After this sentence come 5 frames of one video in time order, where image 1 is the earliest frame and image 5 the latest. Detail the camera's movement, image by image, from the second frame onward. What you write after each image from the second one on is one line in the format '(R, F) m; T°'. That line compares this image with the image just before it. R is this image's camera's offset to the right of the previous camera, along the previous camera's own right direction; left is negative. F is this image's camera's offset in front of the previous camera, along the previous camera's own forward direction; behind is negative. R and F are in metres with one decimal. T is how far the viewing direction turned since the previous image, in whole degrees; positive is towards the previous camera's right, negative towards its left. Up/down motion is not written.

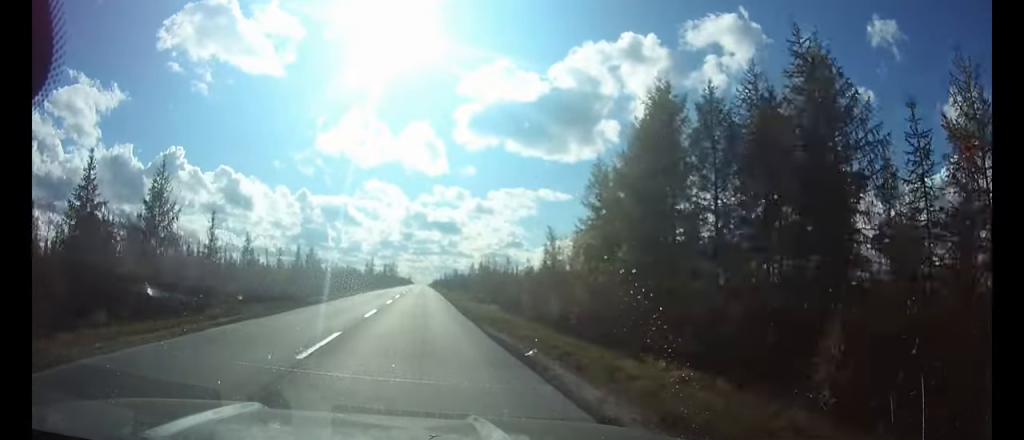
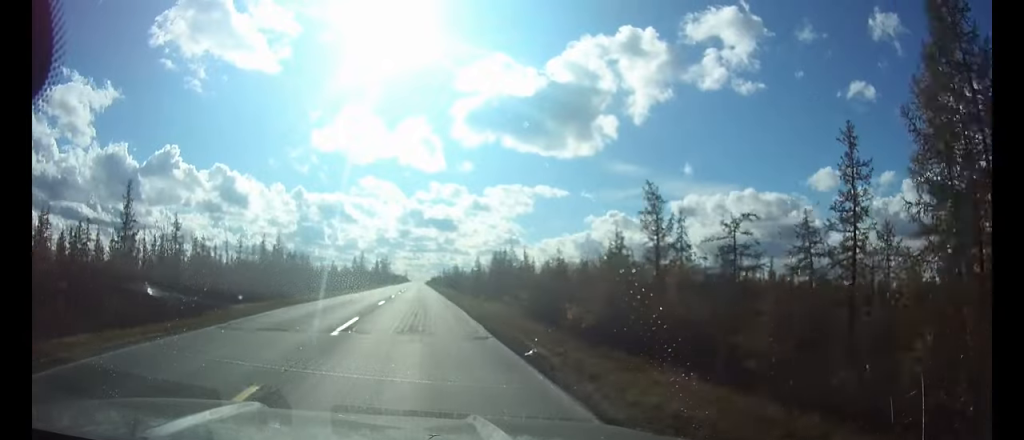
(0.0, +34.7) m; 0°
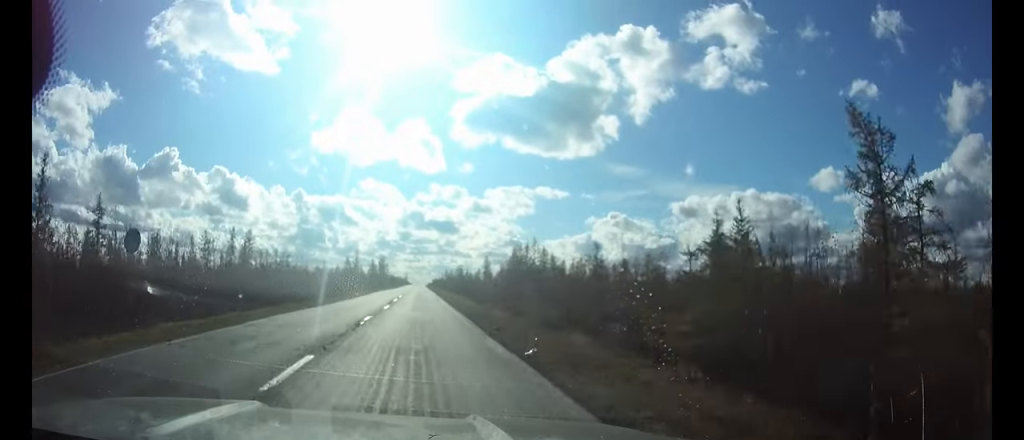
(0.0, +23.3) m; 0°
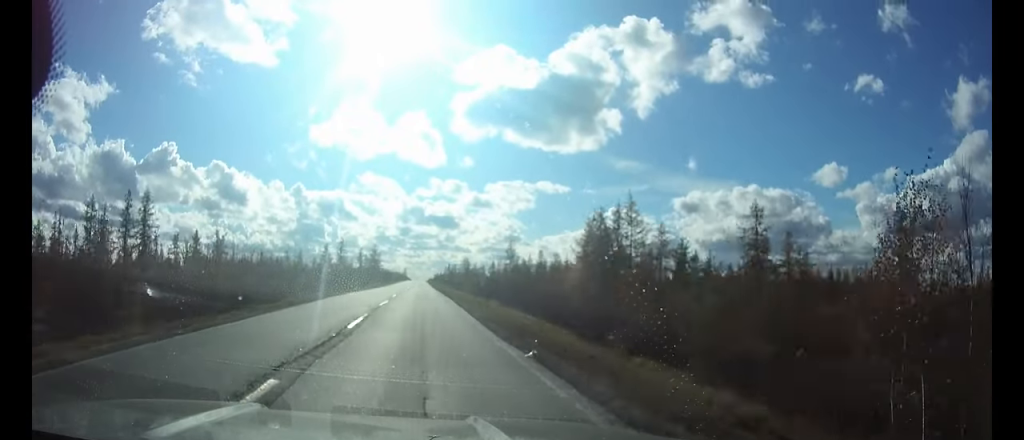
(0.0, +41.9) m; 0°
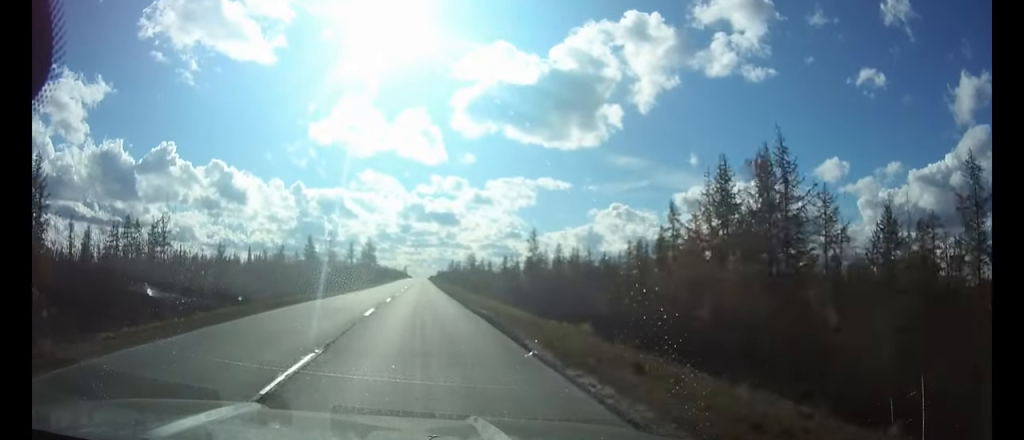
(0.0, +21.5) m; 0°
